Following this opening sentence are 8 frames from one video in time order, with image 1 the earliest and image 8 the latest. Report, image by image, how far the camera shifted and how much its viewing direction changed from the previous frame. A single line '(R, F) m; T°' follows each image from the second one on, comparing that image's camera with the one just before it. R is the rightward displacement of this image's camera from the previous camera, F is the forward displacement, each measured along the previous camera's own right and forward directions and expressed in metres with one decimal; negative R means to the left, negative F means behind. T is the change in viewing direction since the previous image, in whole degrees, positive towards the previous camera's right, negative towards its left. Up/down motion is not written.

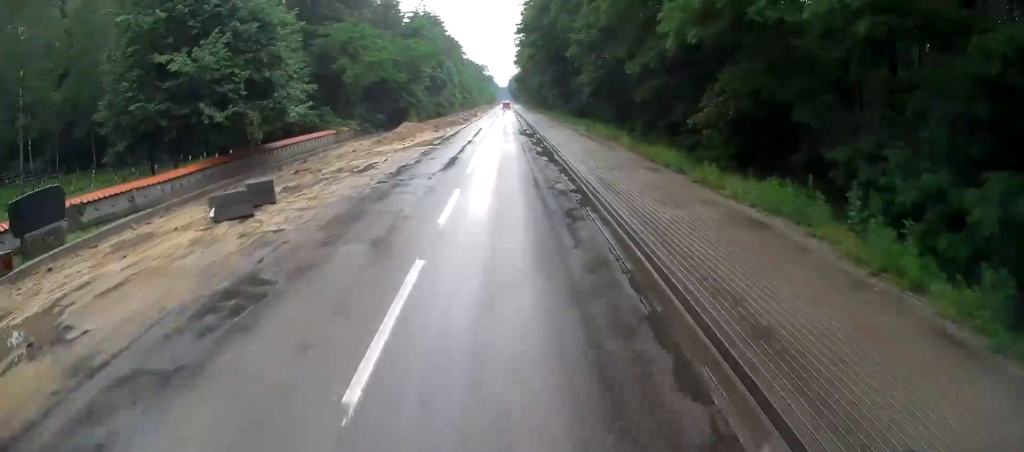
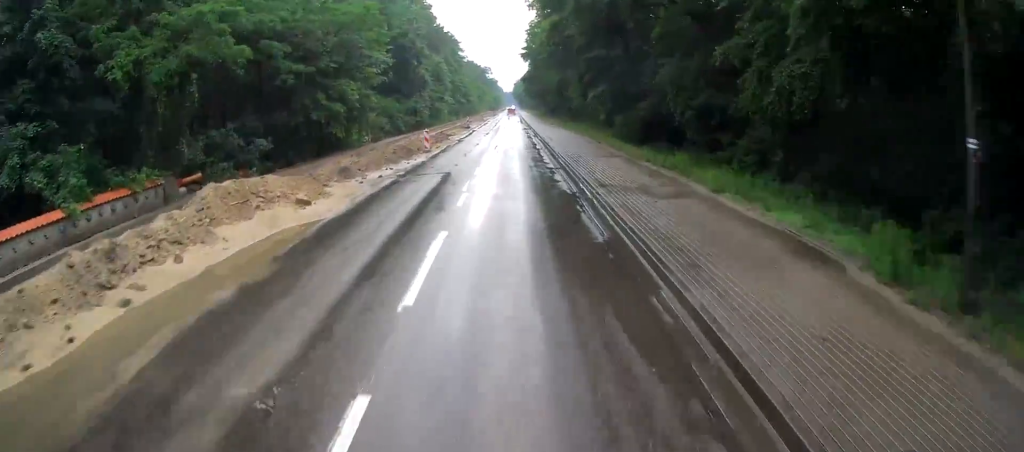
(+0.3, +29.0) m; +1°
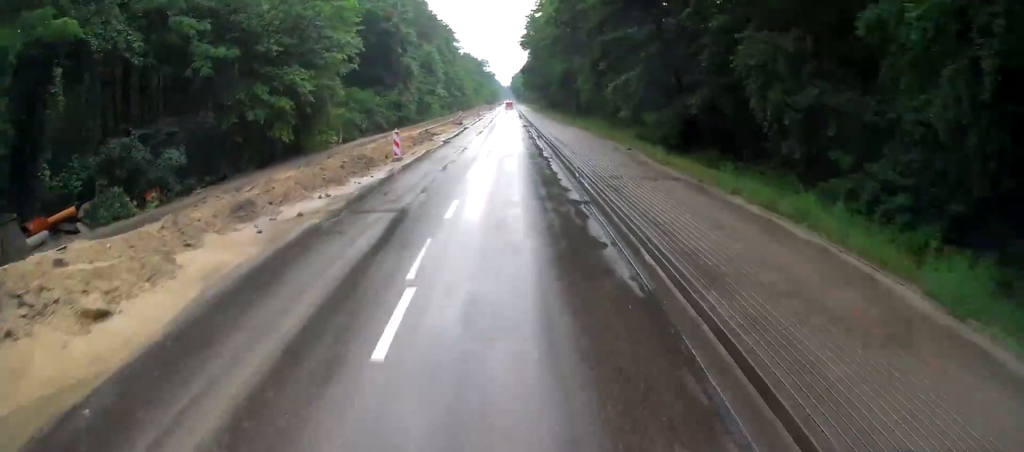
(+0.2, +8.2) m; 0°
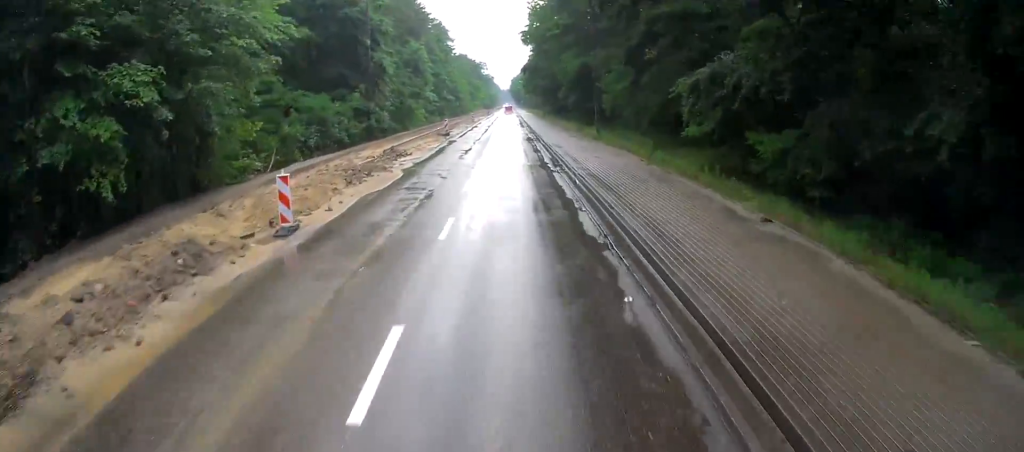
(-0.2, +12.8) m; 0°
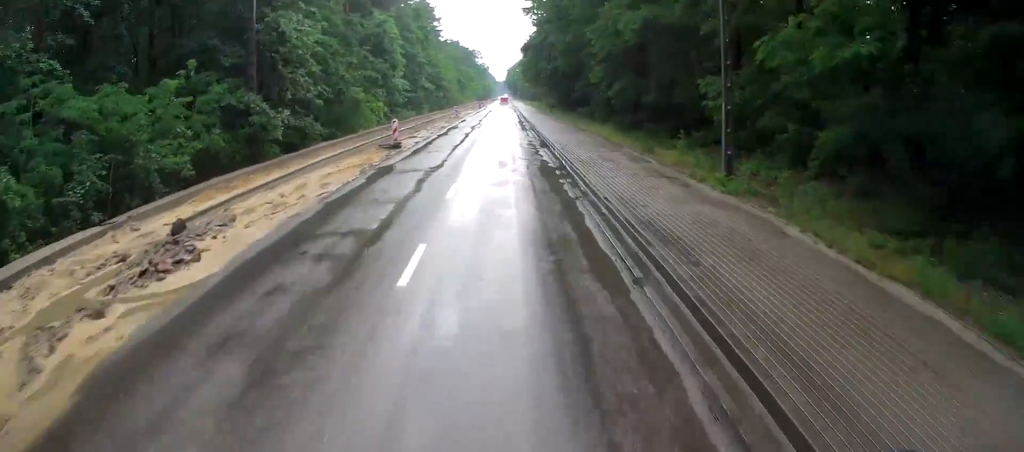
(+0.1, +20.8) m; +2°
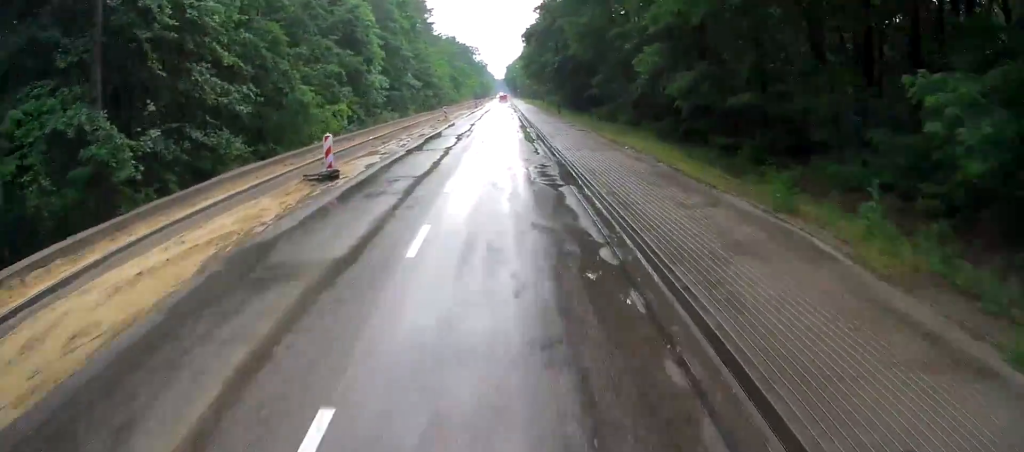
(+0.2, +10.6) m; +1°
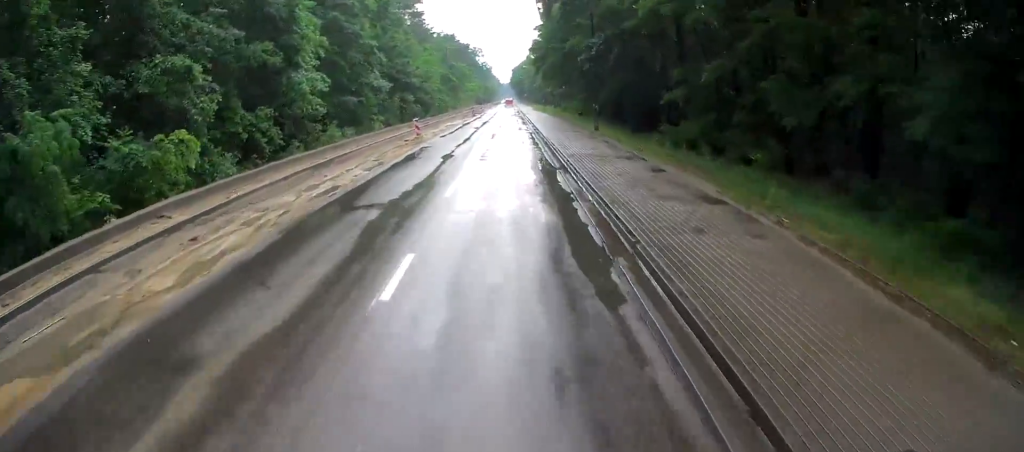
(+0.1, +19.5) m; -1°
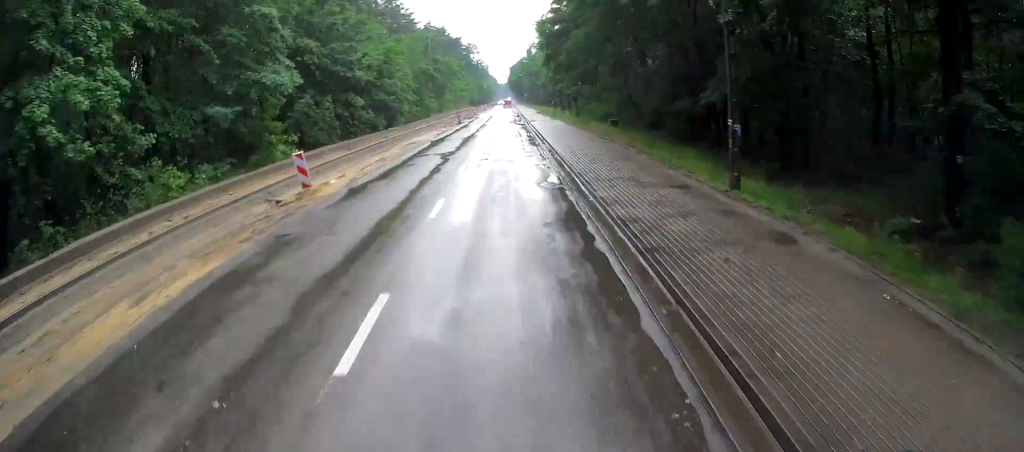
(-0.3, +20.2) m; -1°
